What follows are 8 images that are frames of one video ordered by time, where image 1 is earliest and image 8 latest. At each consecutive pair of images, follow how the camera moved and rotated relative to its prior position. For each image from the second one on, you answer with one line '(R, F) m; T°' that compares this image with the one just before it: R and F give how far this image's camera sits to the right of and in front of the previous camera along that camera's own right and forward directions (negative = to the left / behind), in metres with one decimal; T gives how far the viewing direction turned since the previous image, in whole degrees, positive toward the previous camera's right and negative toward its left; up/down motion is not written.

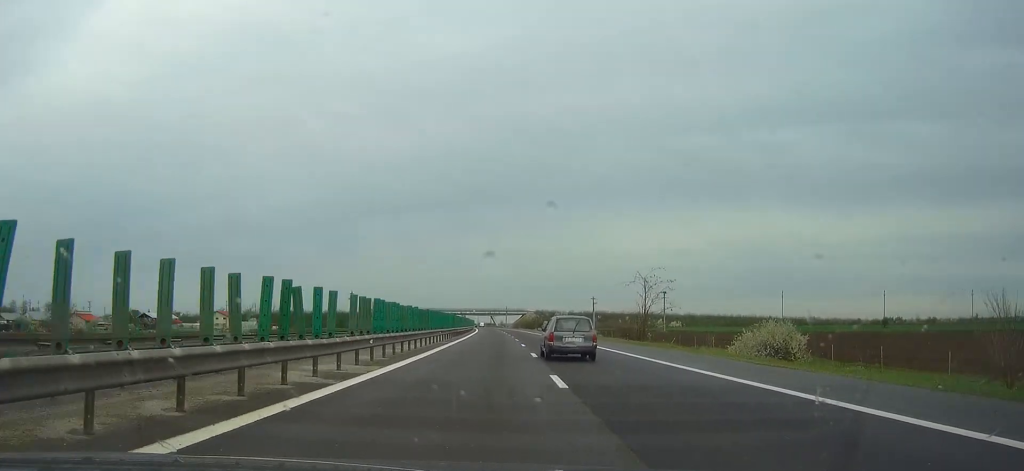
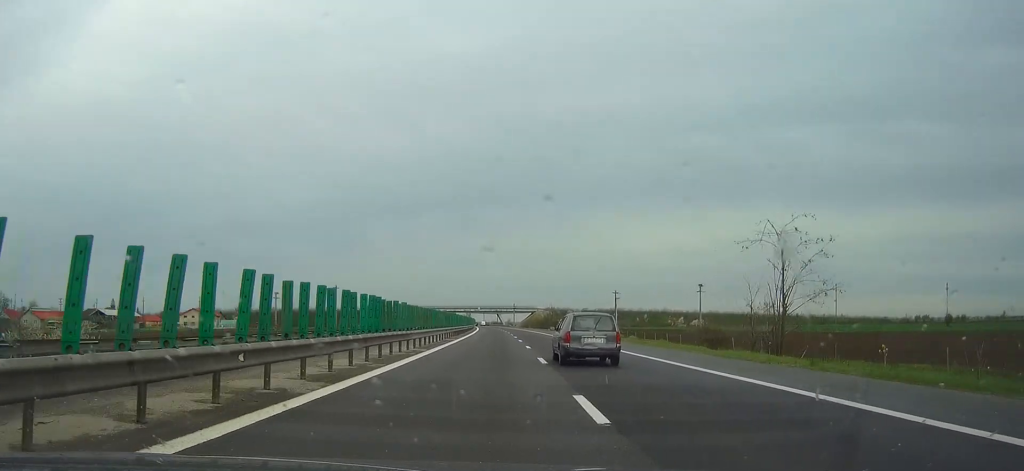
(-0.2, +29.1) m; -1°
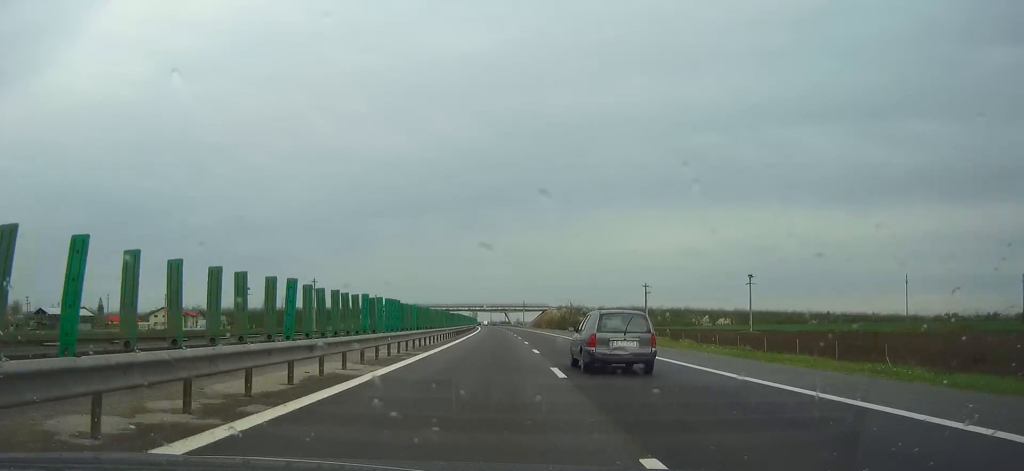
(-0.2, +29.1) m; -1°
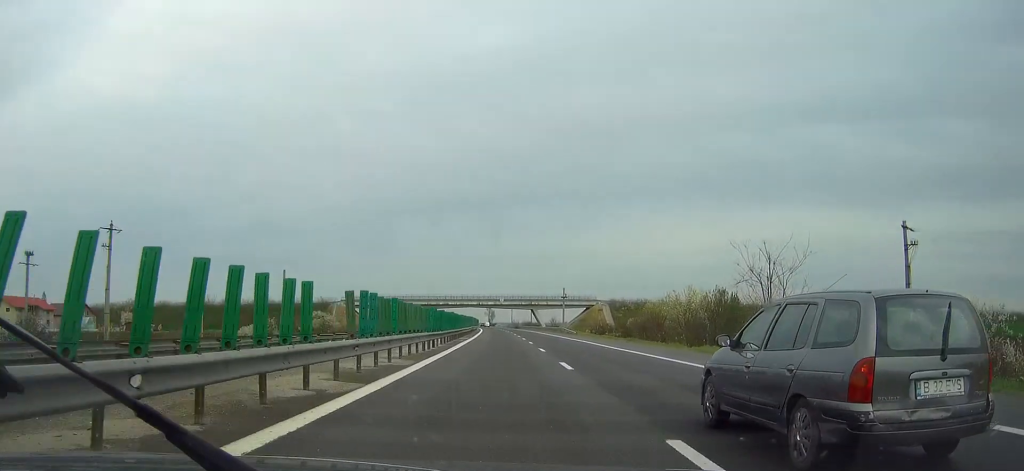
(-1.2, +95.4) m; -2°
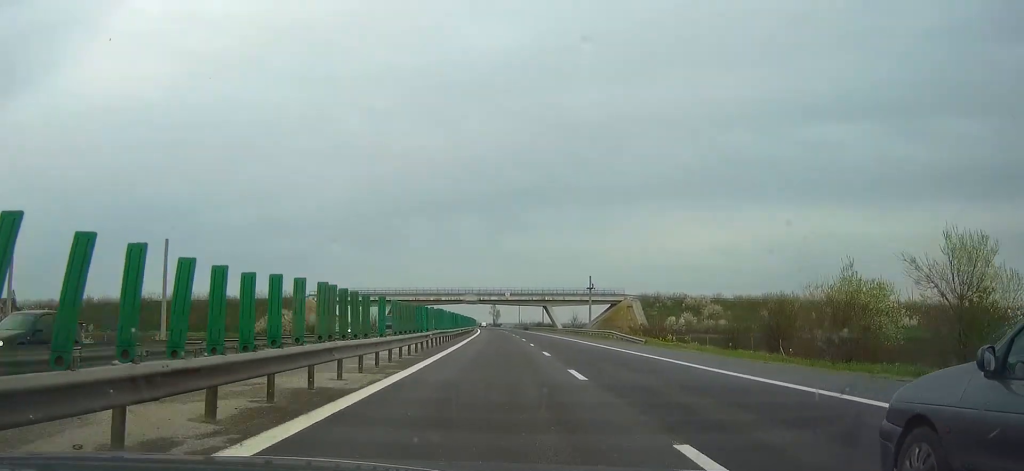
(-0.3, +37.4) m; -1°
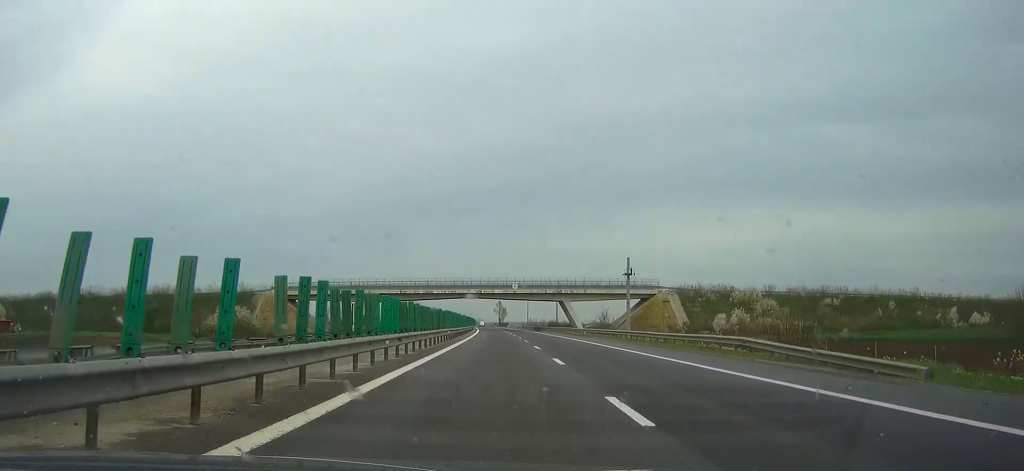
(-0.1, +28.4) m; 0°
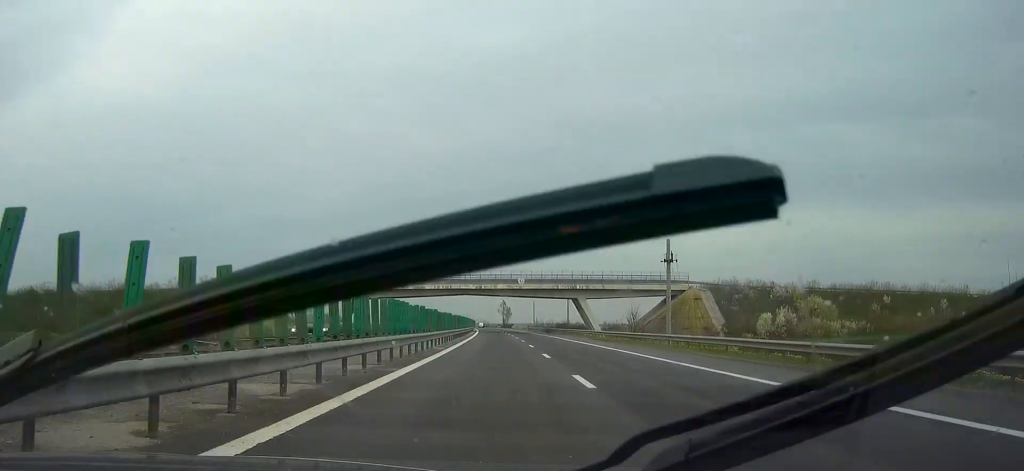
(0.0, +16.7) m; 0°
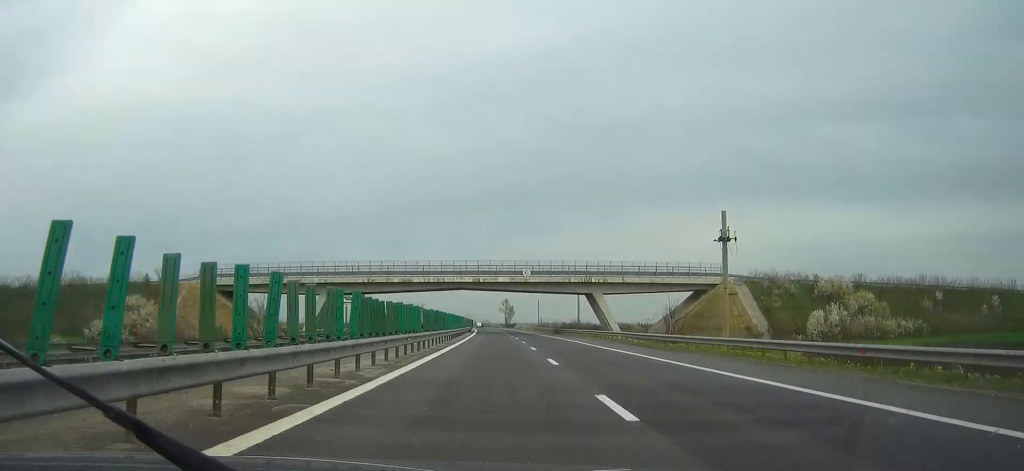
(0.0, +13.6) m; 0°
